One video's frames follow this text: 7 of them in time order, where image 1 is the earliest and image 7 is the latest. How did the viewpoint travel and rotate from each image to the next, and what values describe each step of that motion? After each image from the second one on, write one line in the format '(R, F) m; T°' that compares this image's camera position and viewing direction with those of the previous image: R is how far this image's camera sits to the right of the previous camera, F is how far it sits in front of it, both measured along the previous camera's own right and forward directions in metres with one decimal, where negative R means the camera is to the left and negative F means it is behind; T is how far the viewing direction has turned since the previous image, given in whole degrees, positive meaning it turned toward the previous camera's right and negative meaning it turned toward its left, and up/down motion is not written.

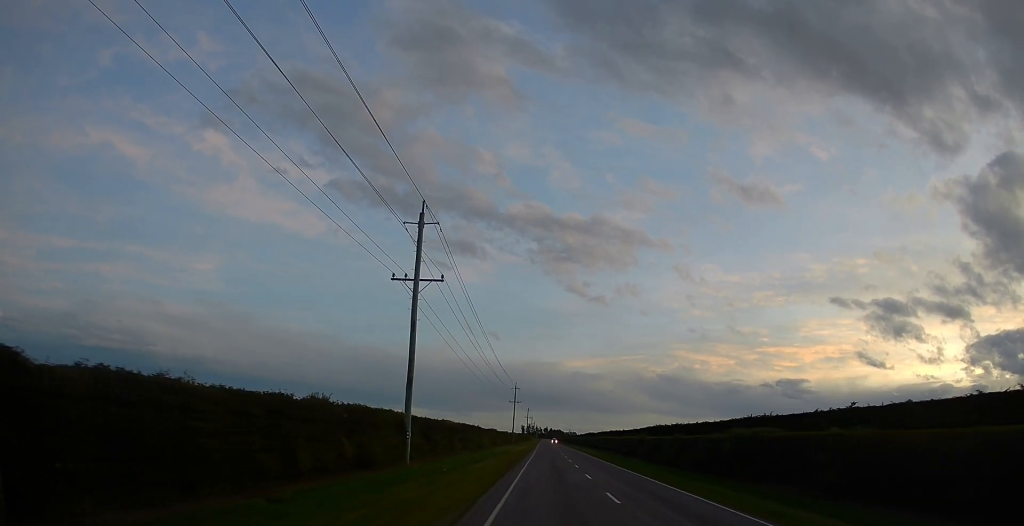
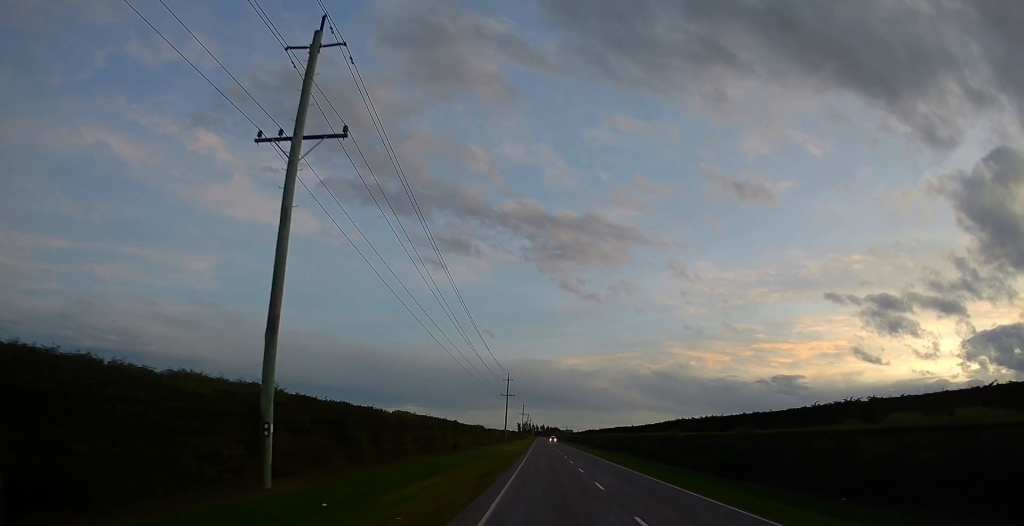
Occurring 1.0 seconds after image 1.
(+0.1, +16.6) m; 0°
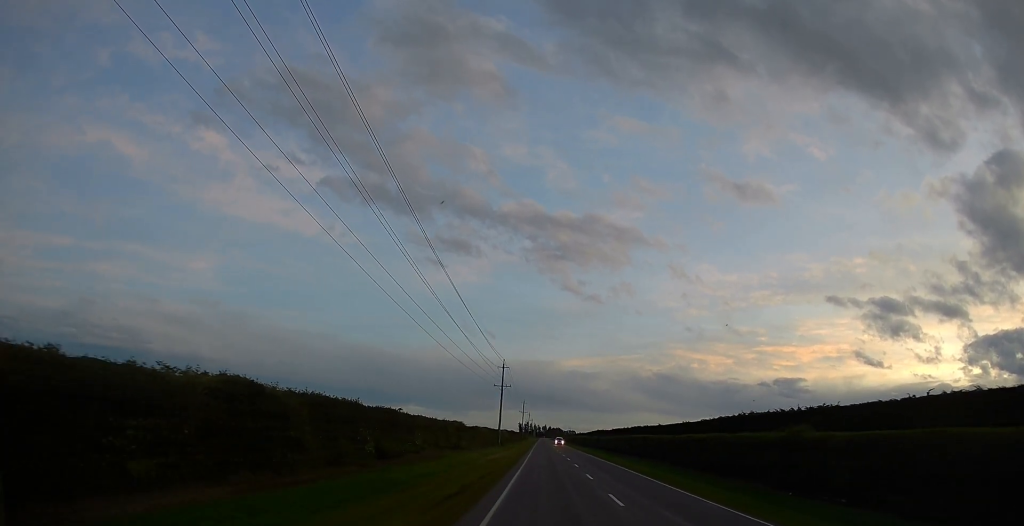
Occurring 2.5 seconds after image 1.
(-0.3, +23.6) m; -1°
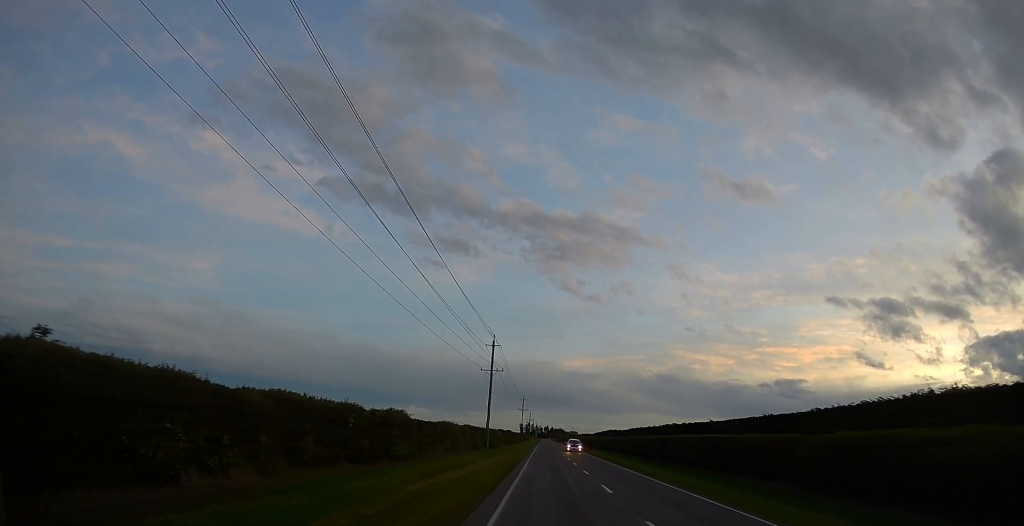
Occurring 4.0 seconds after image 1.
(+0.3, +25.6) m; +2°
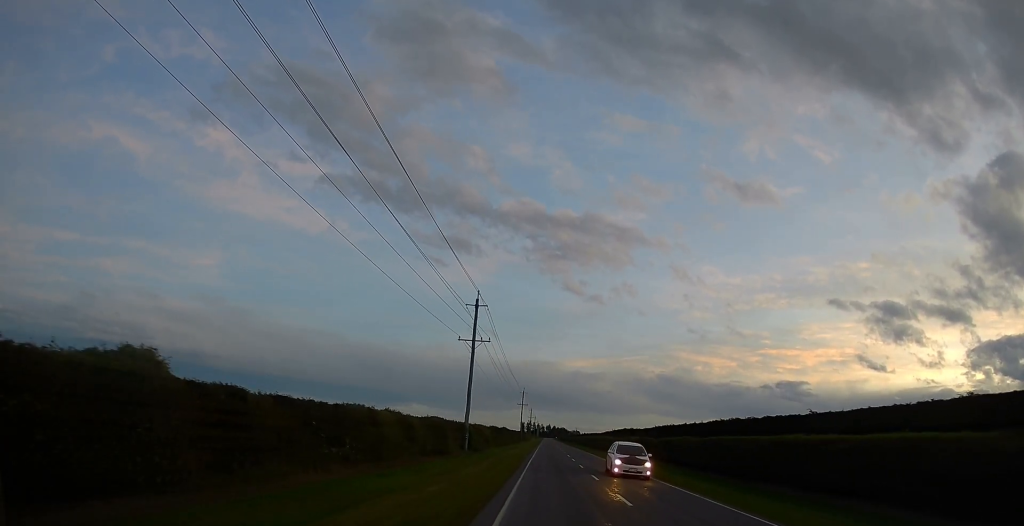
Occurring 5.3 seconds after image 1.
(0.0, +23.3) m; -1°
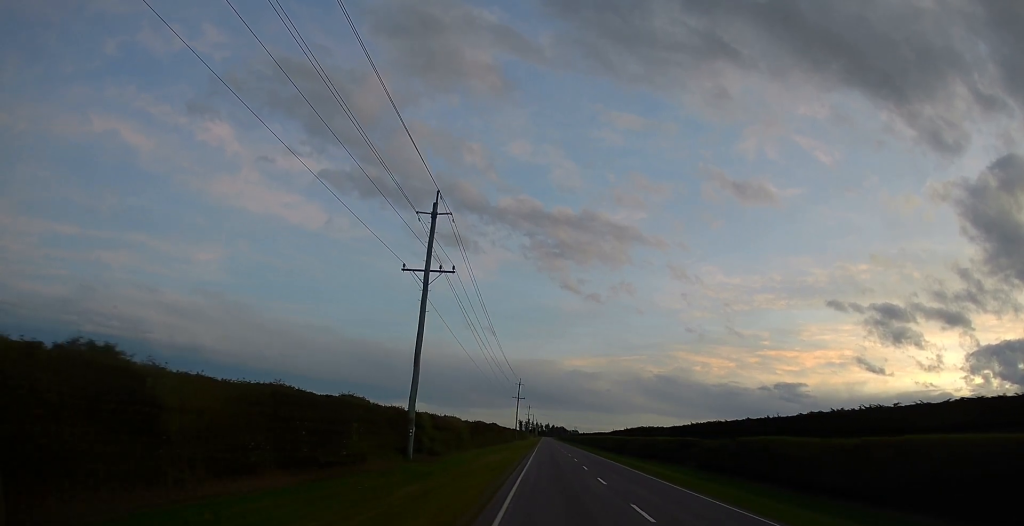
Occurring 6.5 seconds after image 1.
(+0.2, +22.6) m; -1°
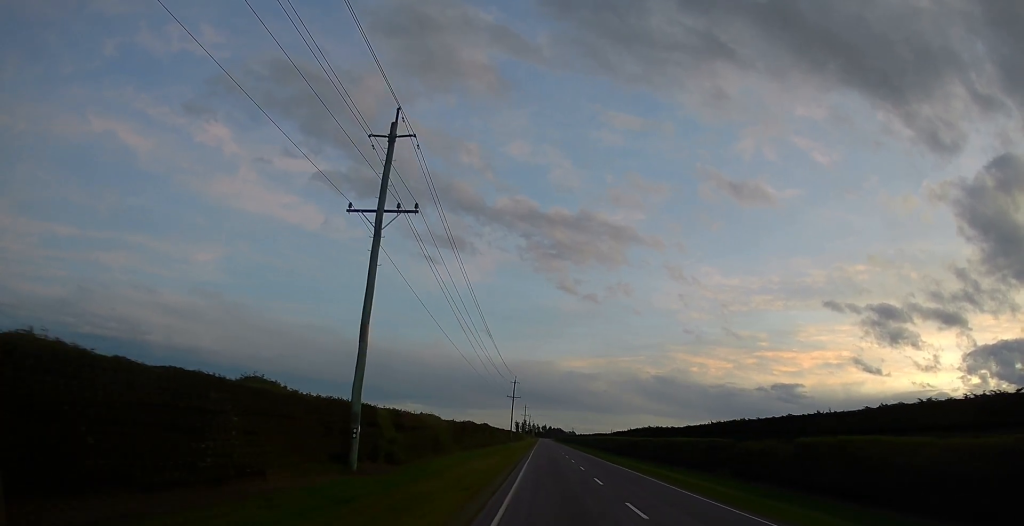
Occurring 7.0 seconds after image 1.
(-0.1, +9.4) m; 0°
